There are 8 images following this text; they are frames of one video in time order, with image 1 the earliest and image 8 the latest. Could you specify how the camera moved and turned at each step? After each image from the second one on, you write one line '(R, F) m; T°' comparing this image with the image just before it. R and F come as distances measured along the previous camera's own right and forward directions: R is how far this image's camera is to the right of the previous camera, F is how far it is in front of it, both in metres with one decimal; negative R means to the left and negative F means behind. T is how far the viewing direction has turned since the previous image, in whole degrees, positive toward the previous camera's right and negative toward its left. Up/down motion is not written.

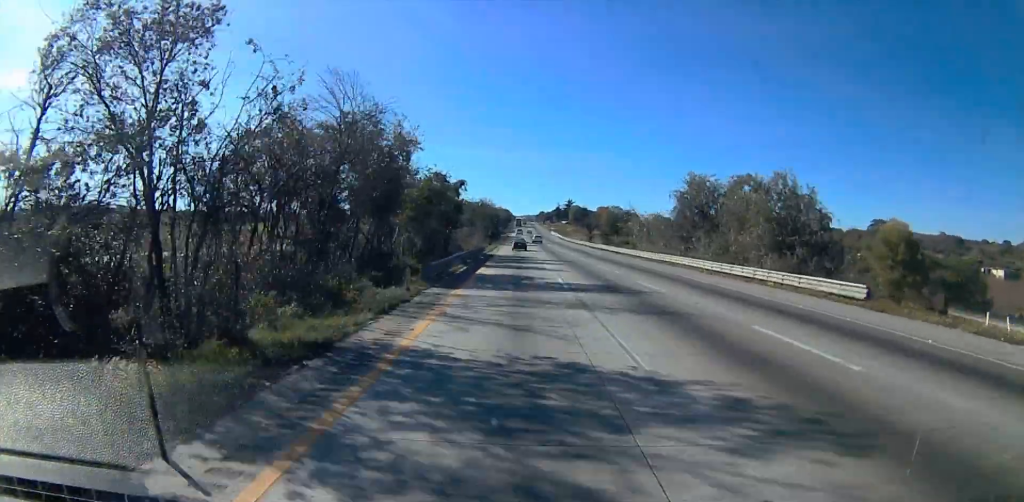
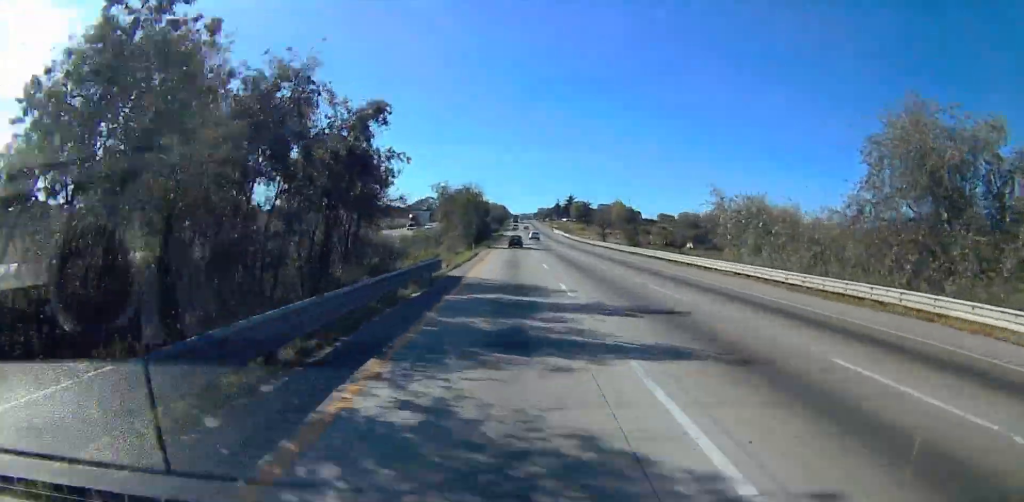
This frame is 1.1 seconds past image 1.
(0.0, +36.6) m; 0°
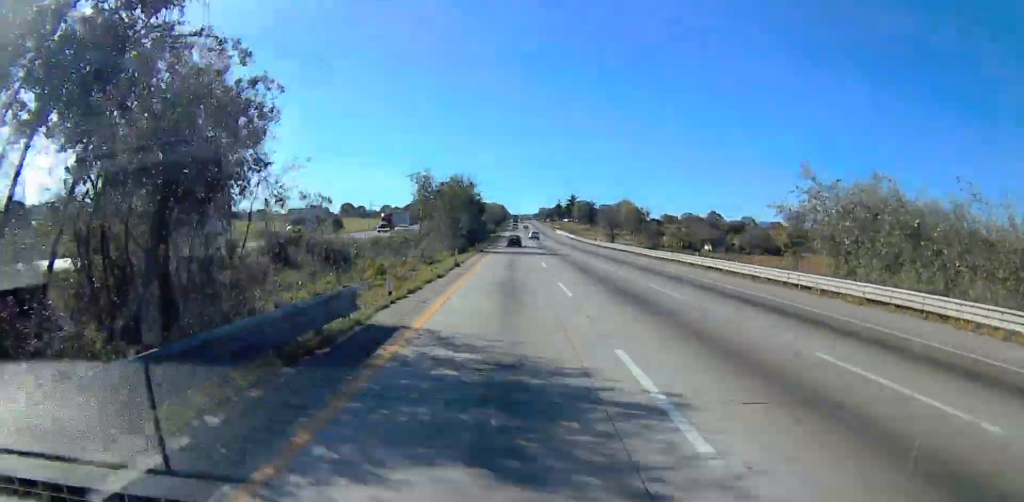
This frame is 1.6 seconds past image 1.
(0.0, +16.2) m; 0°
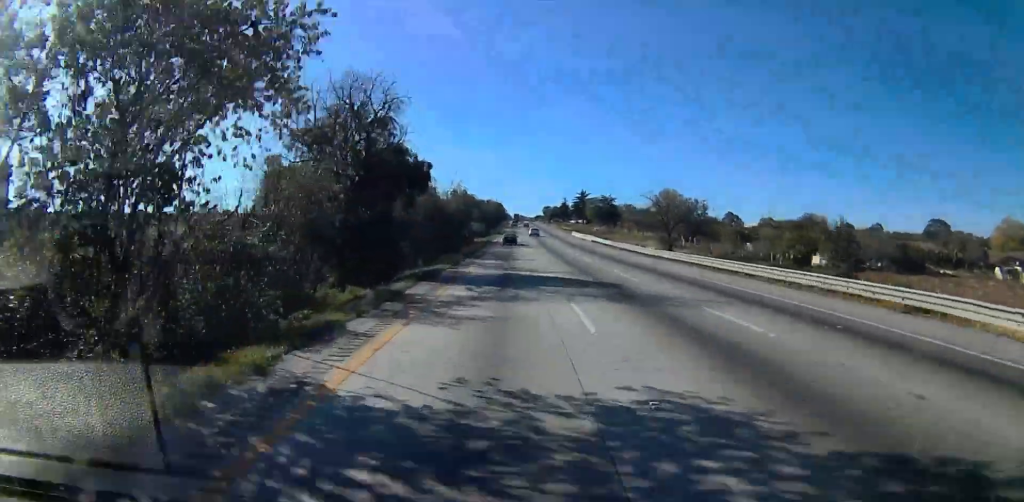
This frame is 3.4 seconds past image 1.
(0.0, +56.5) m; 0°
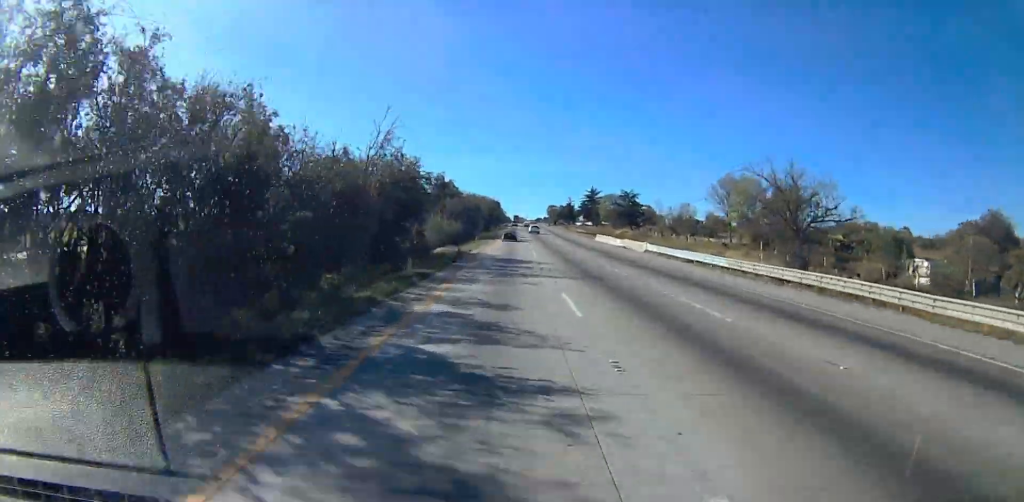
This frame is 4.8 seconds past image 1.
(0.0, +43.4) m; 0°
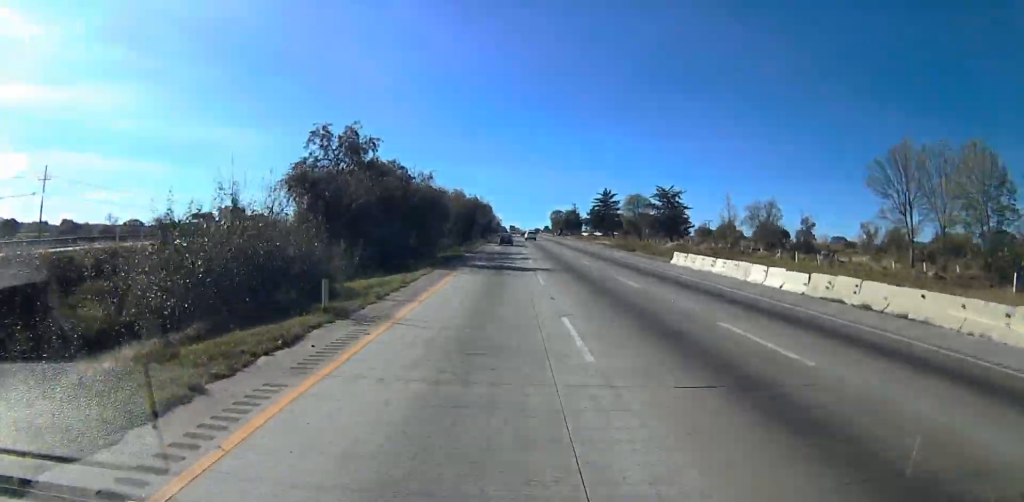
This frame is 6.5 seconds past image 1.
(0.0, +48.2) m; 0°
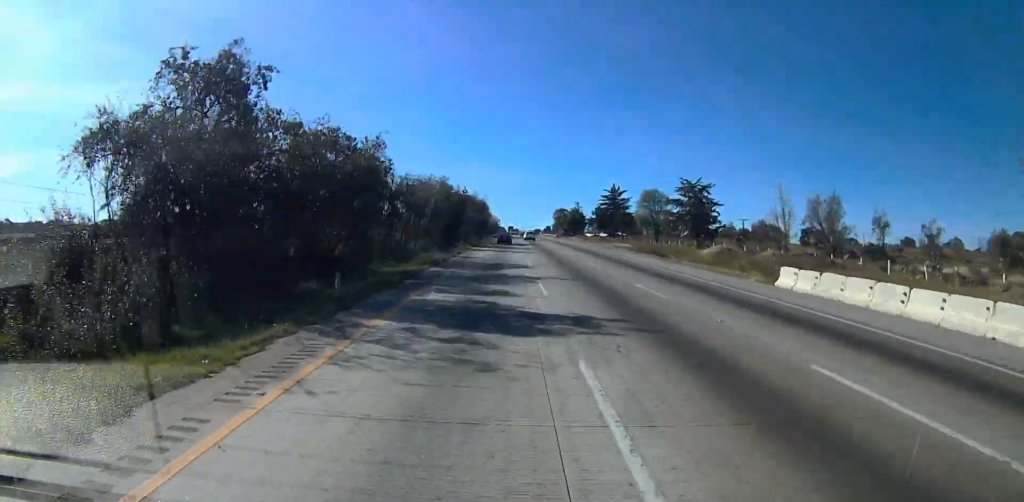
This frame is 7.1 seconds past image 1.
(0.0, +18.4) m; 0°
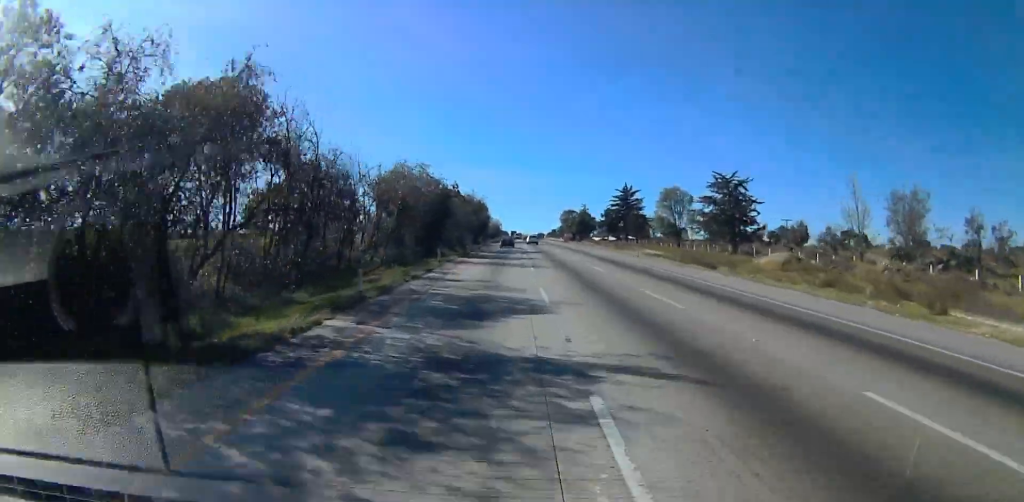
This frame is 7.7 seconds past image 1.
(0.0, +15.2) m; 0°
